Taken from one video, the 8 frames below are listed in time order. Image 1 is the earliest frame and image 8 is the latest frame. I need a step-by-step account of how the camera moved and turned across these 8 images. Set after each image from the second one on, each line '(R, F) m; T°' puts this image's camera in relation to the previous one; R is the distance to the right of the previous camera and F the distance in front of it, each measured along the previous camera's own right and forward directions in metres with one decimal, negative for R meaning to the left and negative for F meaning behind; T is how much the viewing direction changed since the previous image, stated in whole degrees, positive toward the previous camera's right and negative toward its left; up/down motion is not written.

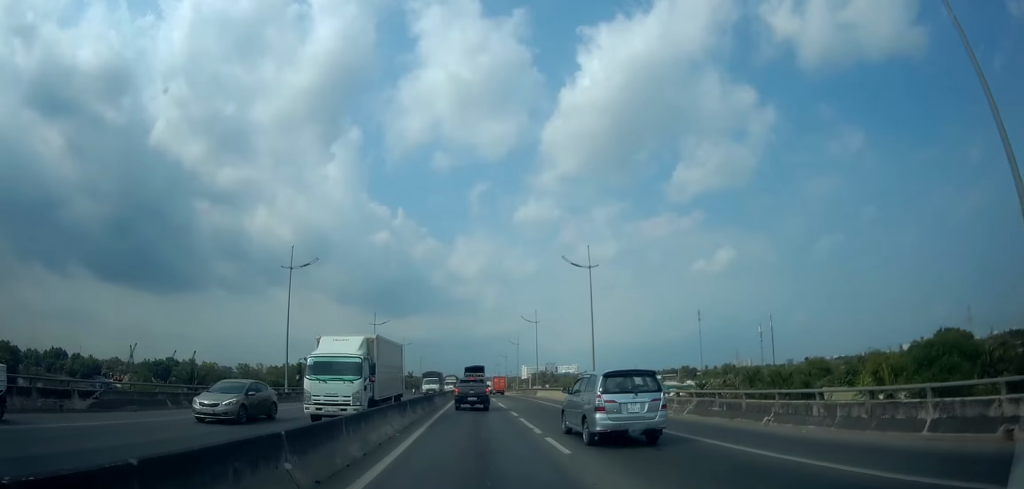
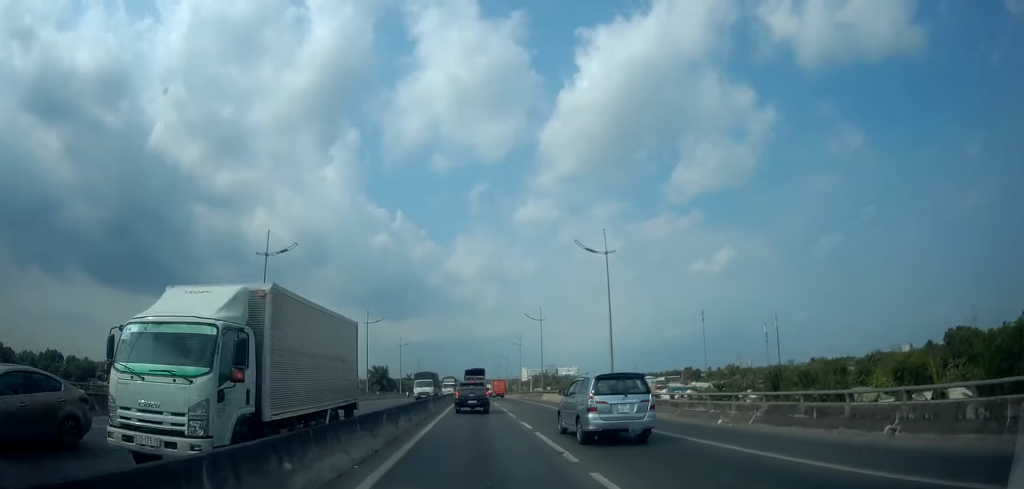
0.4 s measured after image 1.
(-0.3, +4.9) m; 0°
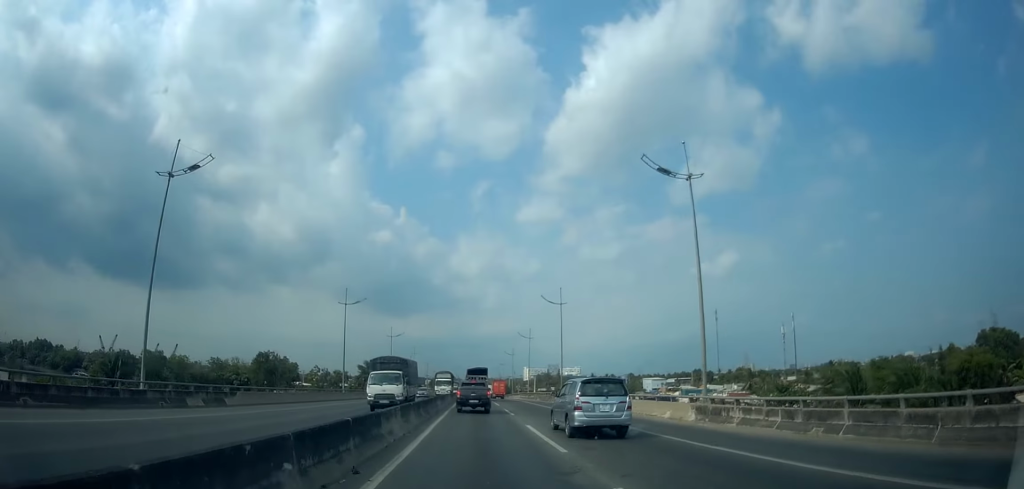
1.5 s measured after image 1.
(+0.3, +12.3) m; +1°
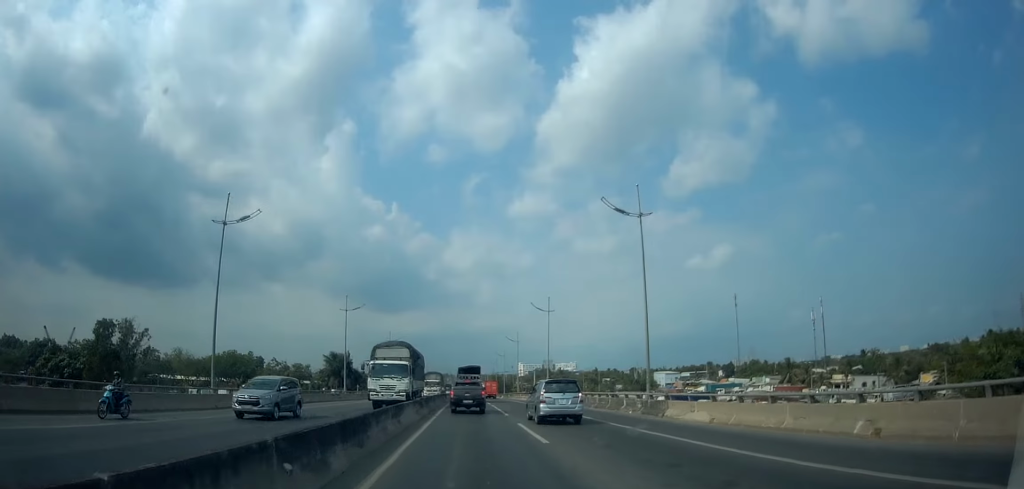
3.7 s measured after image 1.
(-0.3, +23.5) m; +1°
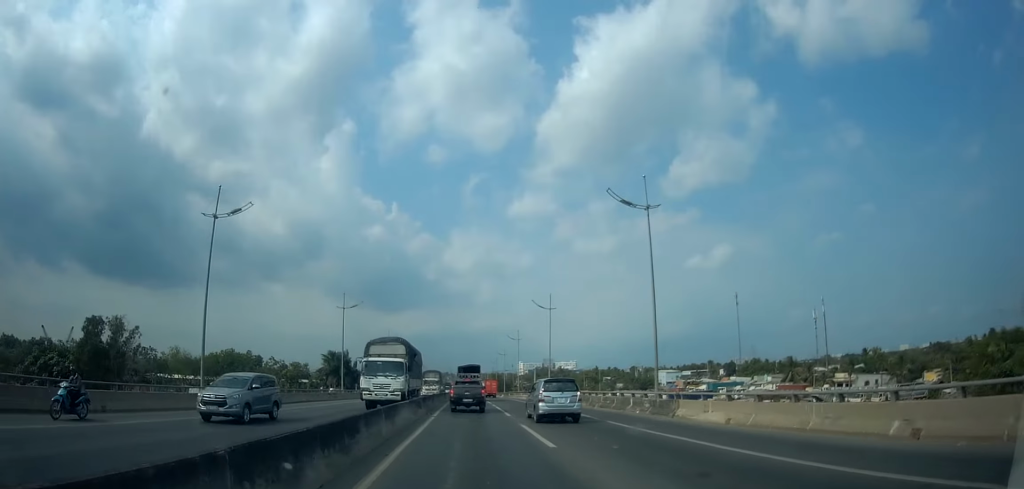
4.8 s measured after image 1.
(0.0, +10.7) m; -1°
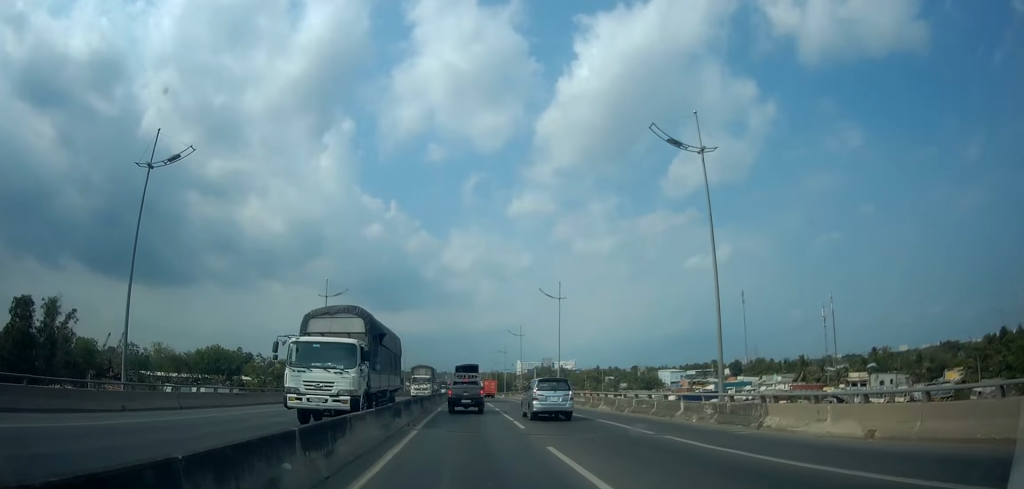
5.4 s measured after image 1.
(-0.1, +6.0) m; +1°
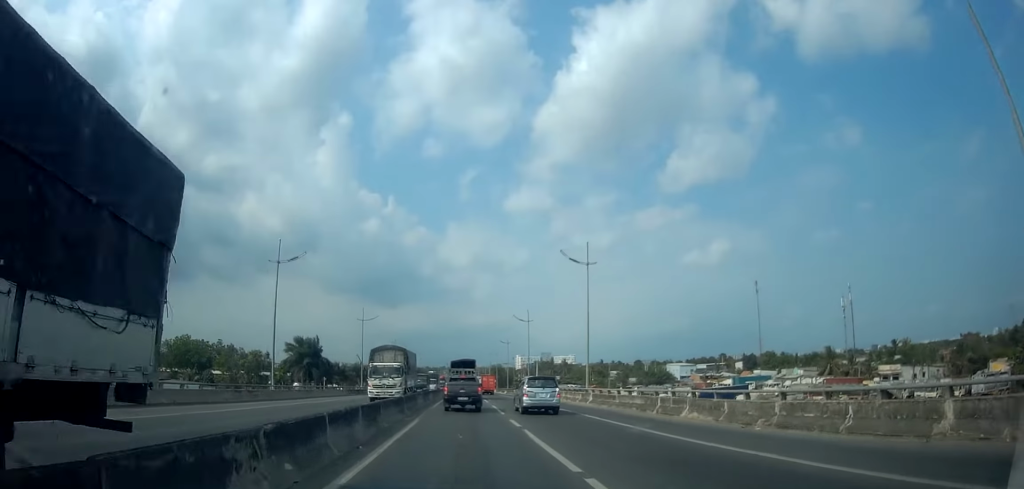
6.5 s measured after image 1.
(+0.3, +11.7) m; 0°
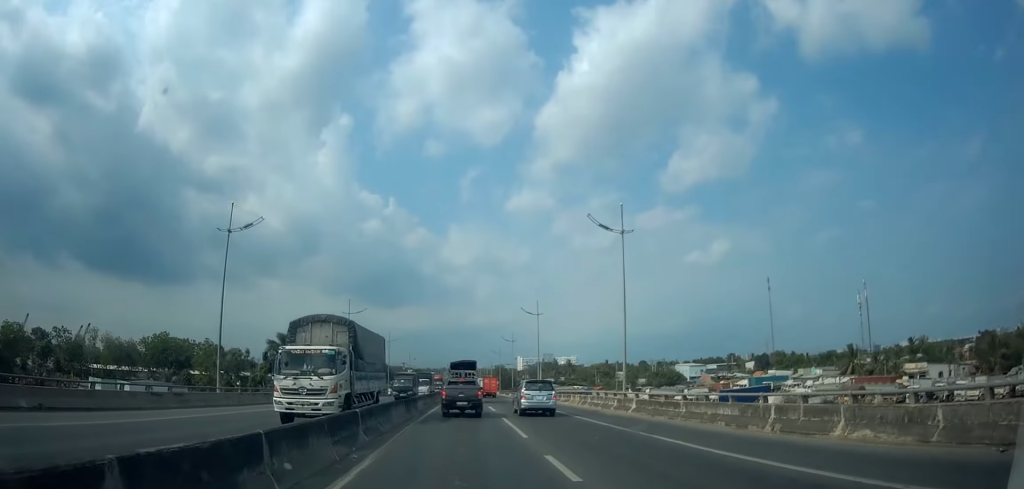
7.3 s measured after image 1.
(-0.3, +8.3) m; -2°
